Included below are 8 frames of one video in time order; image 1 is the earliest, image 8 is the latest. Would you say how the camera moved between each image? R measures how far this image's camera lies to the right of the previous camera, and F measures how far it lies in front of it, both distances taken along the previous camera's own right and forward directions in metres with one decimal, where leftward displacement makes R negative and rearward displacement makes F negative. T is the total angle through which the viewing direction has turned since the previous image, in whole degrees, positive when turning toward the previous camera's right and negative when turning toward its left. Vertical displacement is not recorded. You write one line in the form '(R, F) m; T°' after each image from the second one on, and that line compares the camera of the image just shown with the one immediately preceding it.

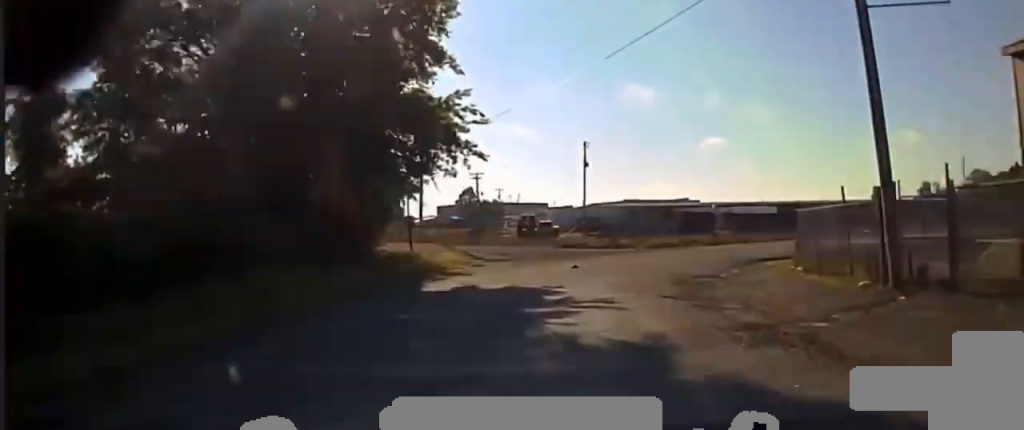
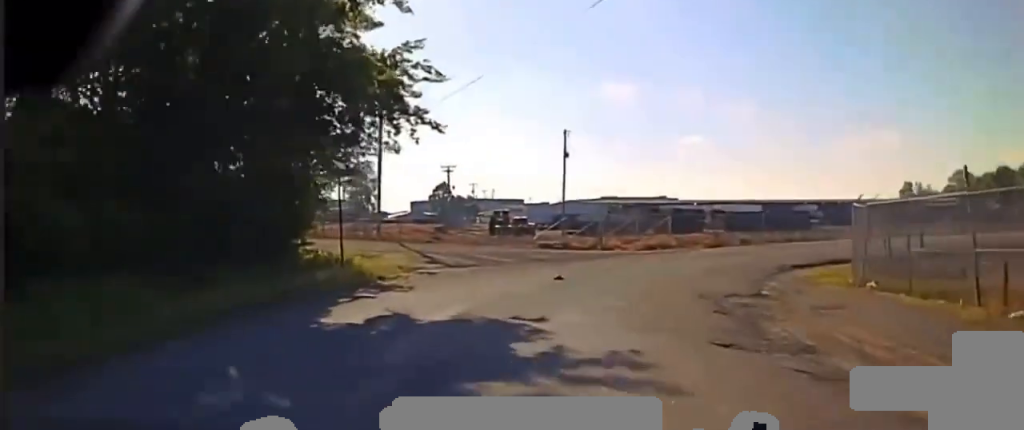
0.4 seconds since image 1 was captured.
(-0.1, +9.3) m; +1°
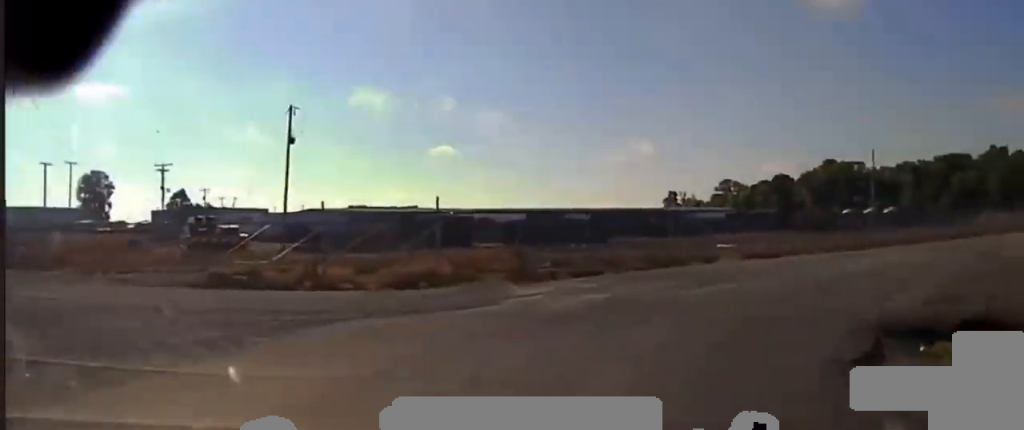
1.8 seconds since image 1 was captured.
(+1.4, +22.6) m; +13°
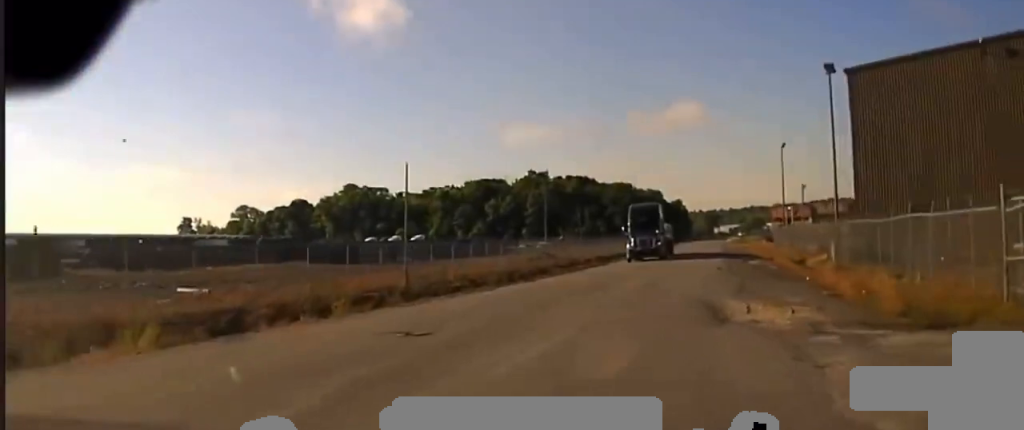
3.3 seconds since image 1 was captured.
(+5.0, +20.1) m; +29°
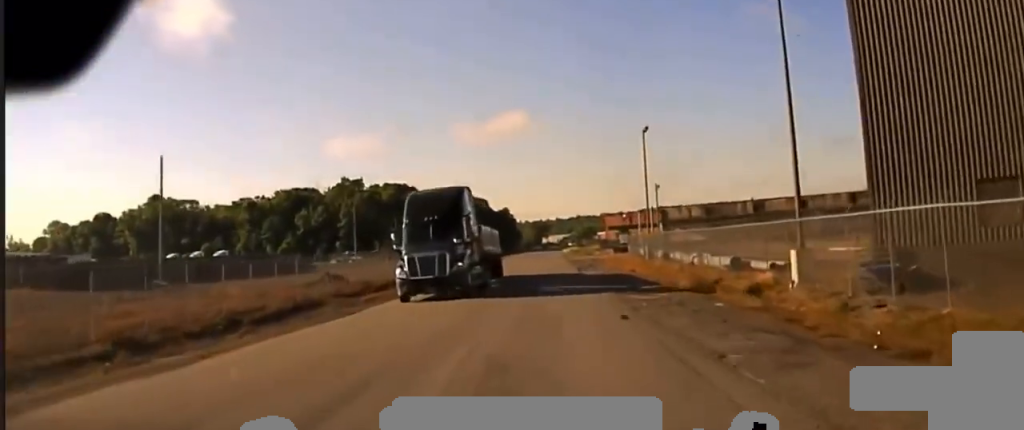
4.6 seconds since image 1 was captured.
(+3.7, +19.7) m; +16°
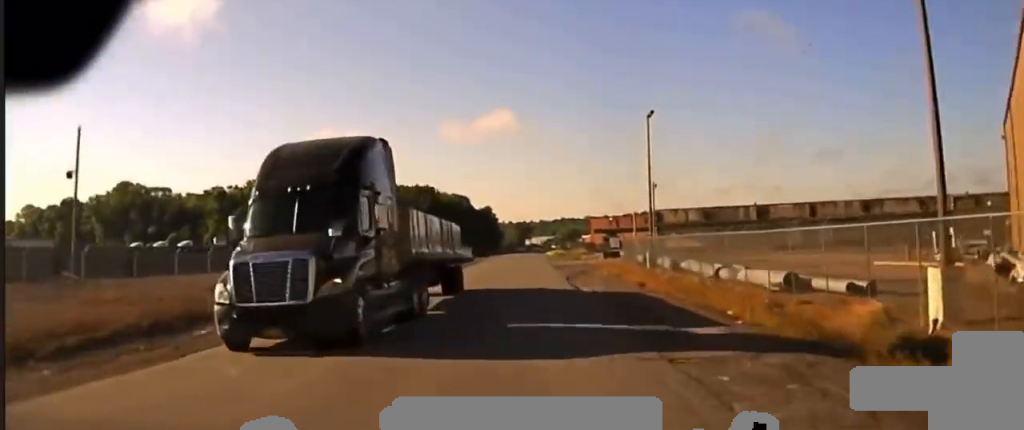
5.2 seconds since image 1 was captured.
(+0.4, +12.0) m; 0°
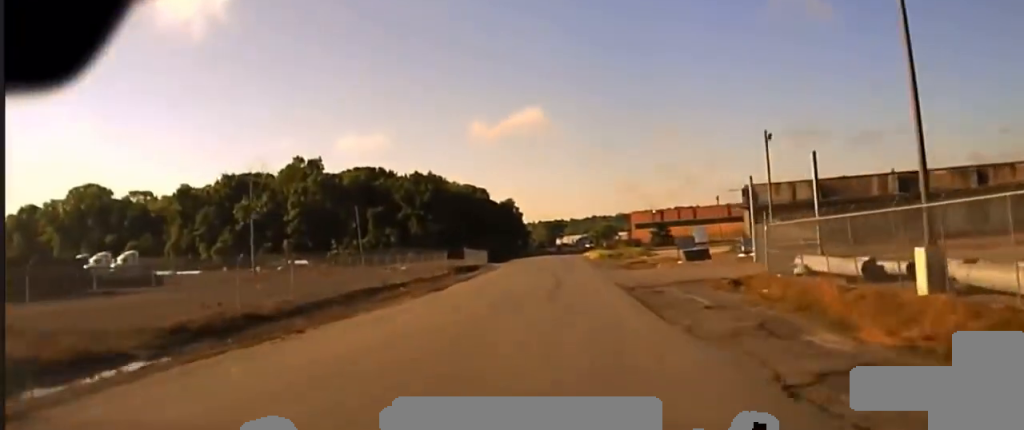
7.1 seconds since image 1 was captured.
(-0.2, +45.0) m; 0°
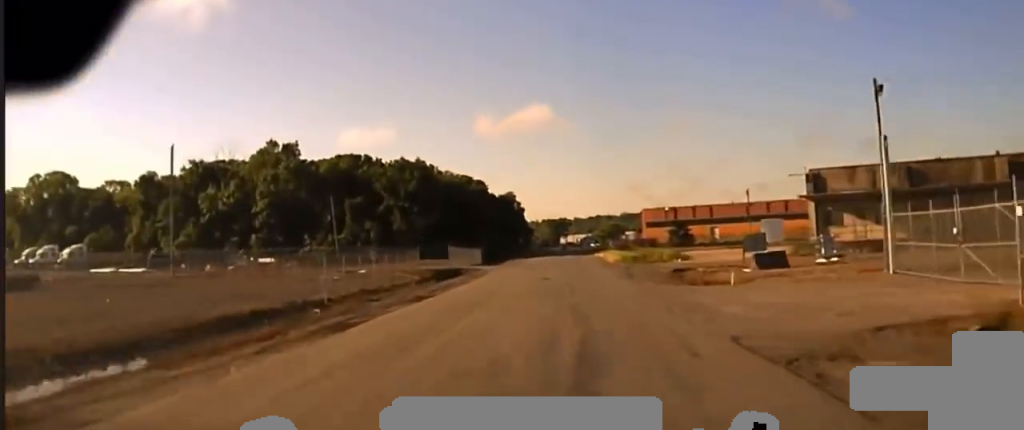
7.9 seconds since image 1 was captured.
(0.0, +19.3) m; 0°
